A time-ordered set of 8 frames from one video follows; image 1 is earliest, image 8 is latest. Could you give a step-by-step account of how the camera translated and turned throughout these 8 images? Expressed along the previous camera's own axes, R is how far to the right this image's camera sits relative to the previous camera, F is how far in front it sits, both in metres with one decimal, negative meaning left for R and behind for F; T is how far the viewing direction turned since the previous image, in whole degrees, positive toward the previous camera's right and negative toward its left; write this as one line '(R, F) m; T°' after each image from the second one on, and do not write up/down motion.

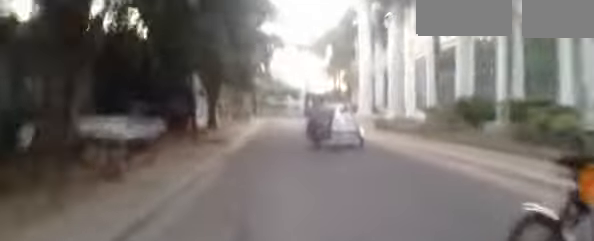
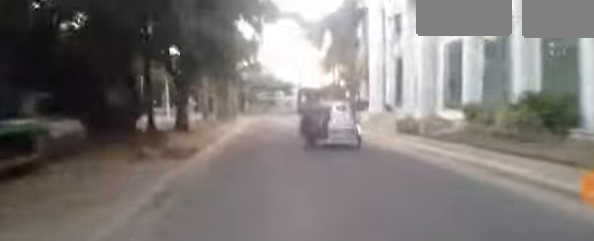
(-0.2, +4.0) m; +1°
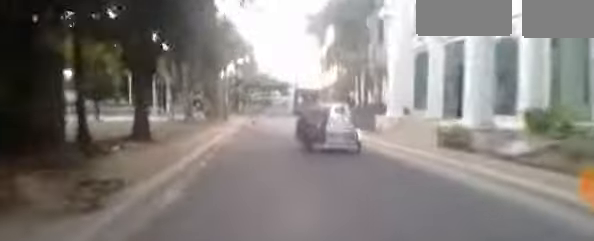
(-0.2, +3.6) m; +1°
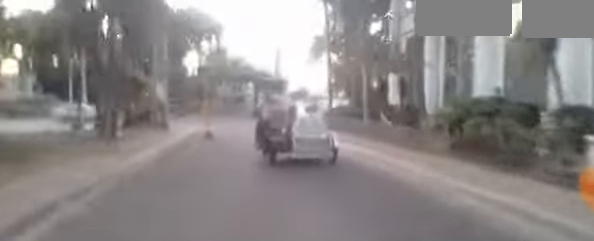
(+1.1, +13.5) m; +5°
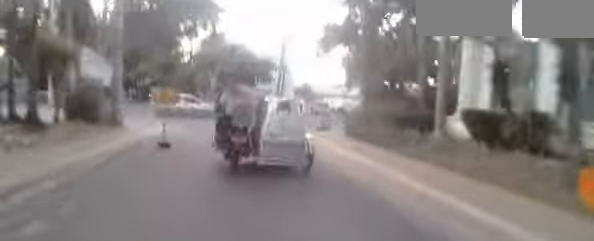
(0.0, +5.9) m; +1°
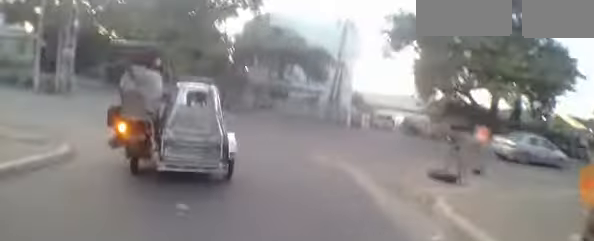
(-0.3, +9.4) m; -8°
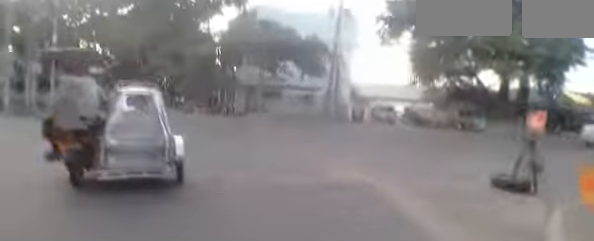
(-0.1, +2.3) m; -4°
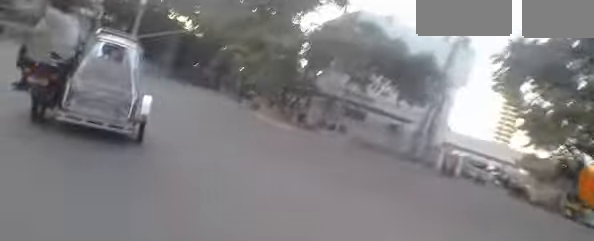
(-0.2, +4.4) m; -4°
